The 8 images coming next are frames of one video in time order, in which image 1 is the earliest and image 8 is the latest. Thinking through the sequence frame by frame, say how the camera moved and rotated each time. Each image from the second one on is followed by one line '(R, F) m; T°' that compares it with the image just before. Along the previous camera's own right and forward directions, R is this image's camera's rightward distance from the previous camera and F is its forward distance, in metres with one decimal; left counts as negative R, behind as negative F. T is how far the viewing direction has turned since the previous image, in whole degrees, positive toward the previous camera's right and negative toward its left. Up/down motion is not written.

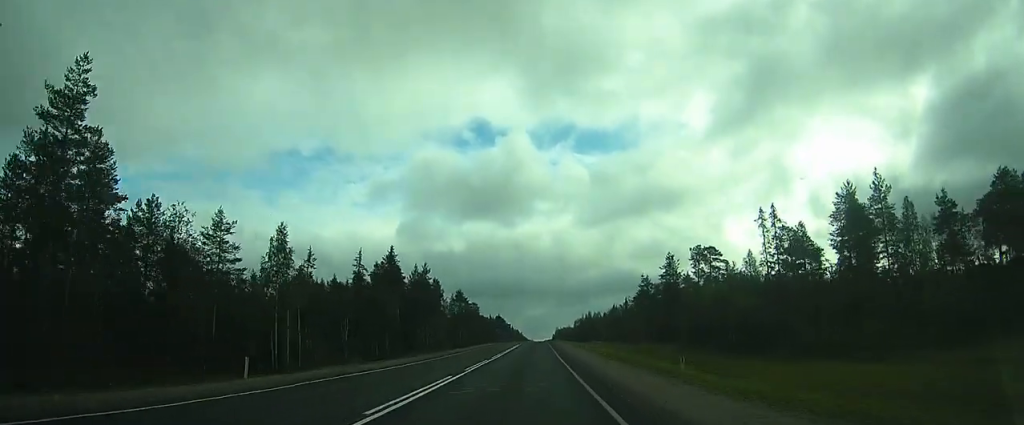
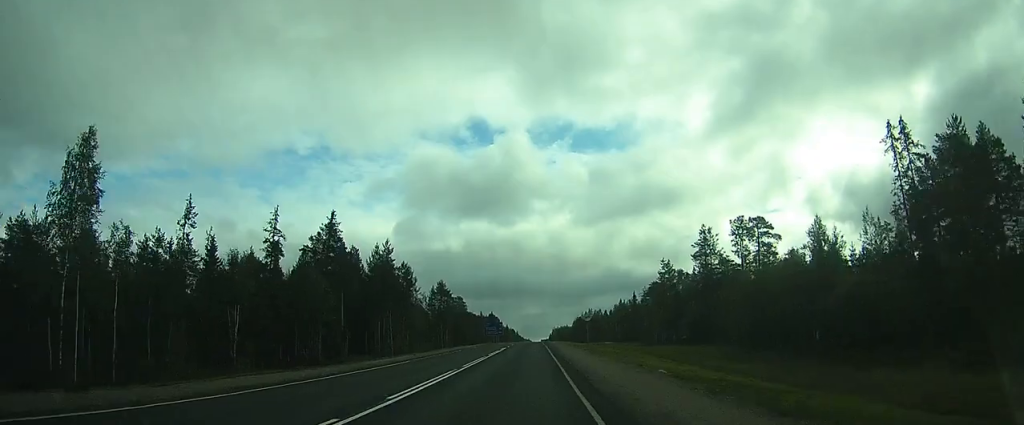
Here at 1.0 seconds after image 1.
(0.0, +19.4) m; +1°
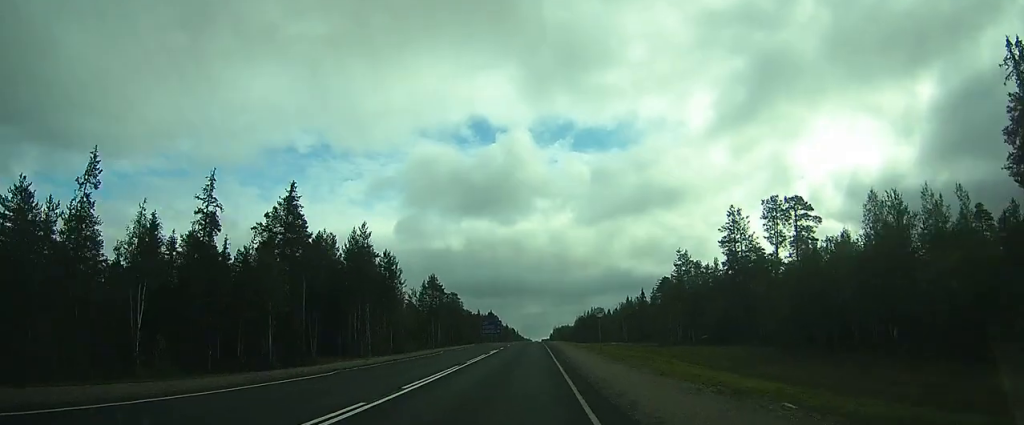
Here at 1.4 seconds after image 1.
(0.0, +9.0) m; 0°
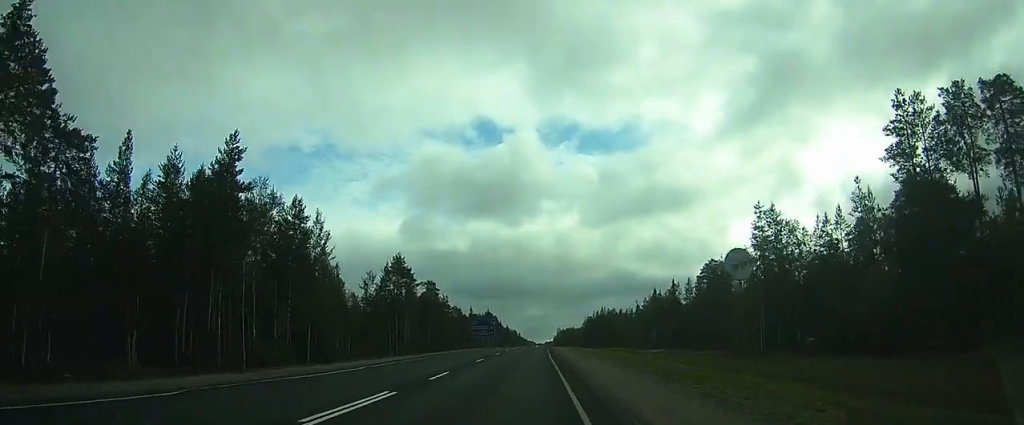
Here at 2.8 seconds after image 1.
(+0.1, +24.9) m; 0°
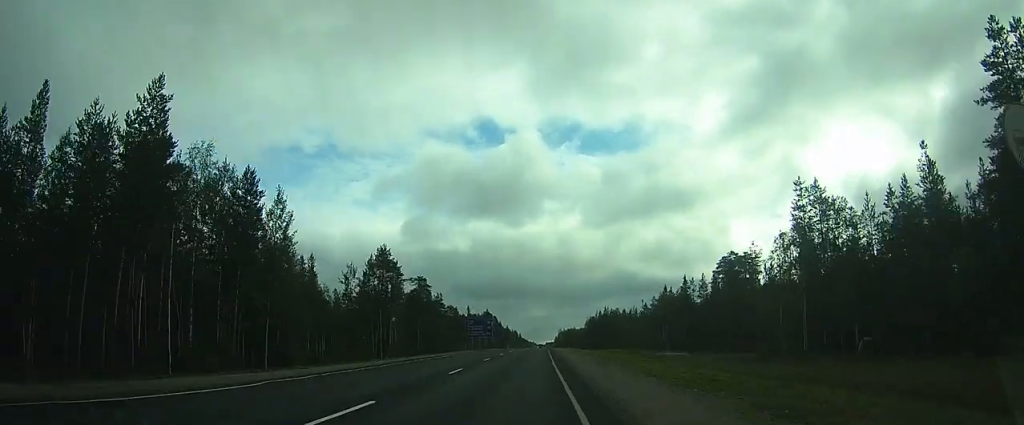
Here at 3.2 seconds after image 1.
(0.0, +7.3) m; 0°
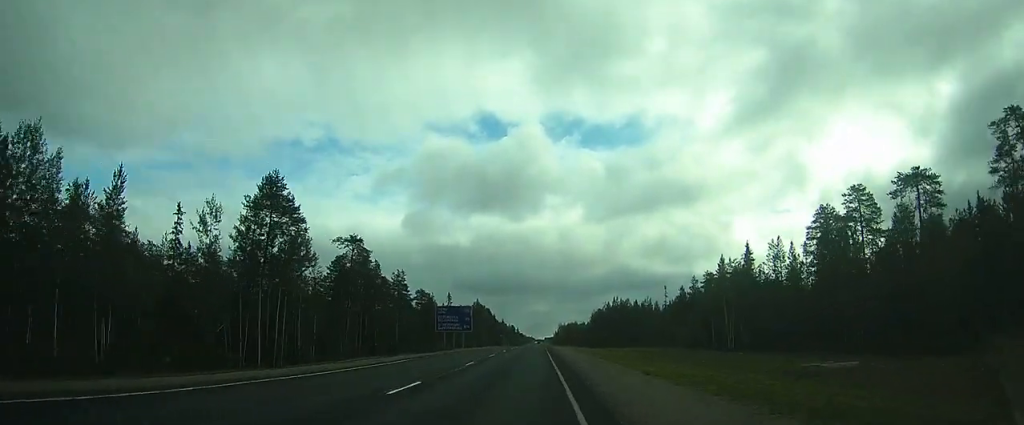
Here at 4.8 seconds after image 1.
(0.0, +32.2) m; 0°
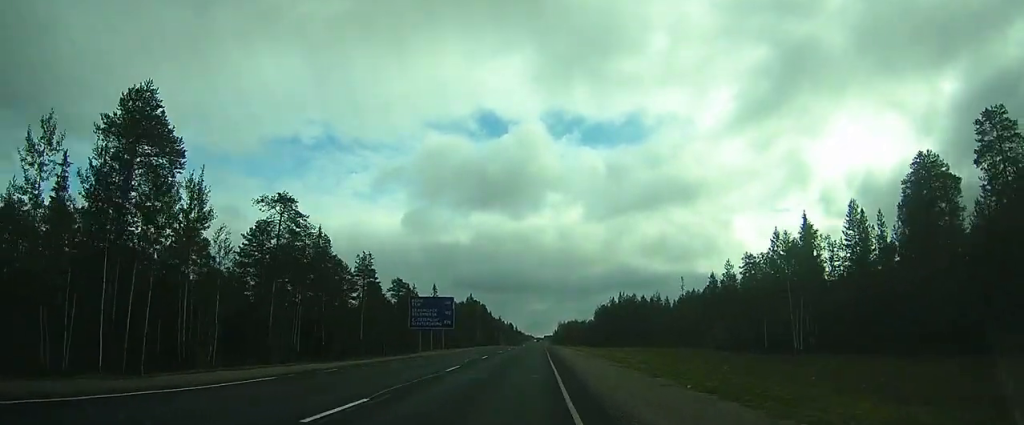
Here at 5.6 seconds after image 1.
(0.0, +21.0) m; 0°
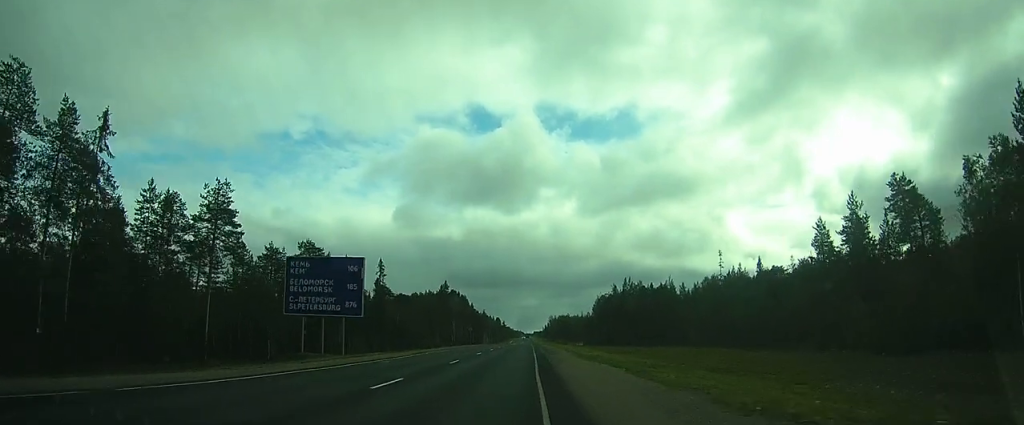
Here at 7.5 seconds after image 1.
(0.0, +46.0) m; 0°
